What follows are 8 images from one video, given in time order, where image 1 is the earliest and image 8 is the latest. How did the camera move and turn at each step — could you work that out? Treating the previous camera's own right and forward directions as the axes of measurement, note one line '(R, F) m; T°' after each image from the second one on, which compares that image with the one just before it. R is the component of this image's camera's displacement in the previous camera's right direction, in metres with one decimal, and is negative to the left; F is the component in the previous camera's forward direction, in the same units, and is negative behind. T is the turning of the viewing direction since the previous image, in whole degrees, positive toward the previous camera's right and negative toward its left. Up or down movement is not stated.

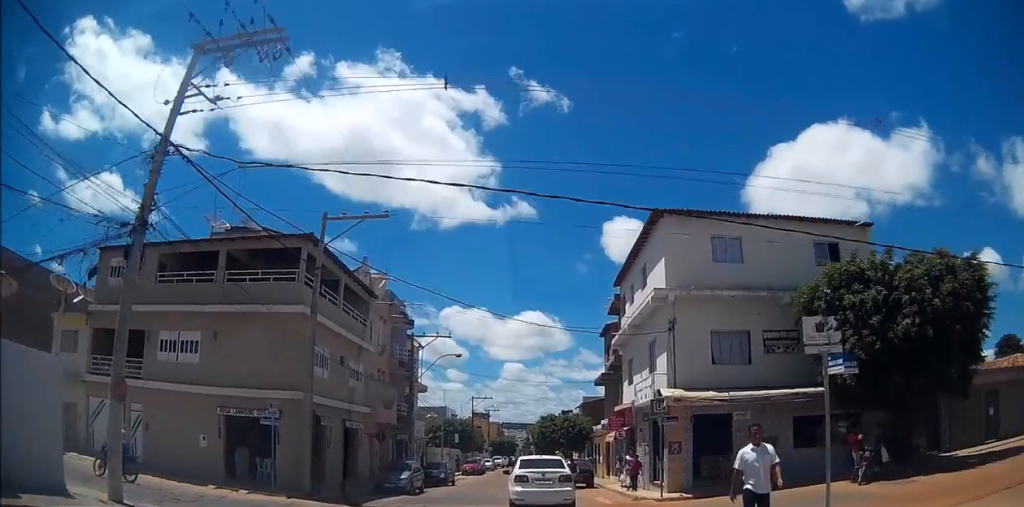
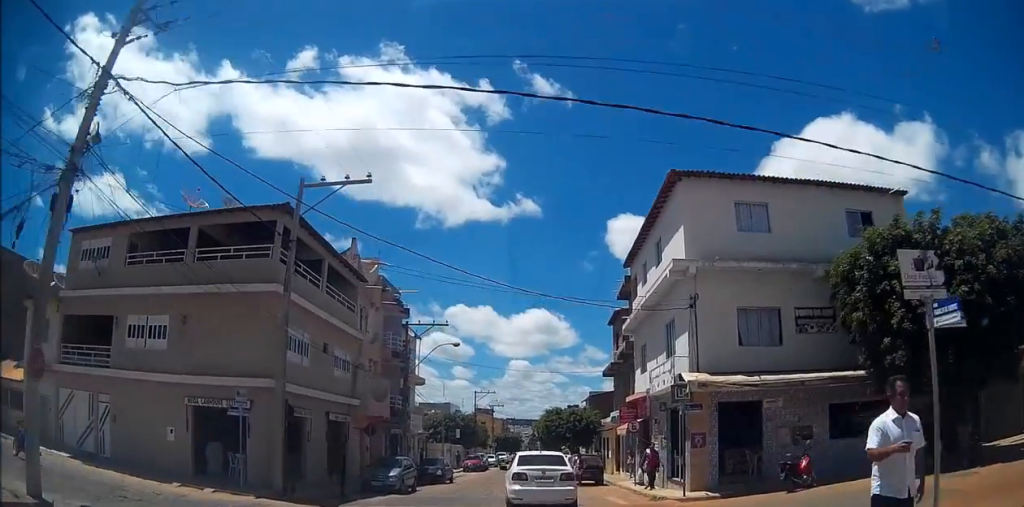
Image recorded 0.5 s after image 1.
(0.0, +2.9) m; +2°
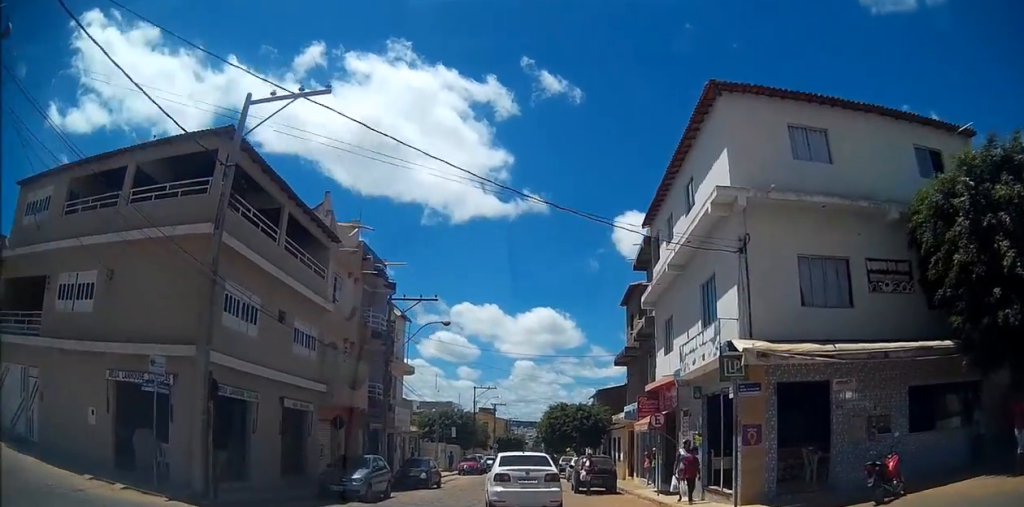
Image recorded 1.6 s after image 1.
(+0.2, +5.4) m; +3°
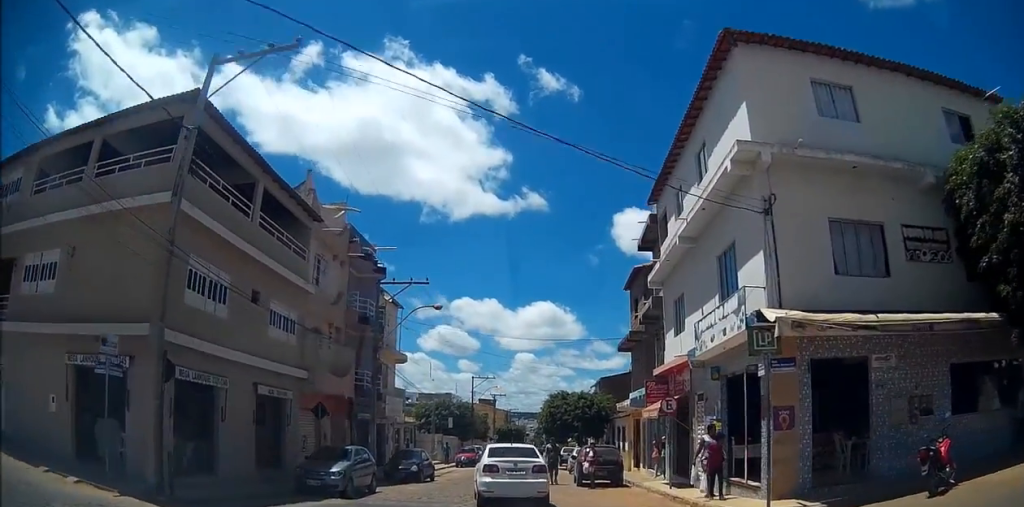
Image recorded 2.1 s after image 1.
(+0.1, +2.2) m; 0°
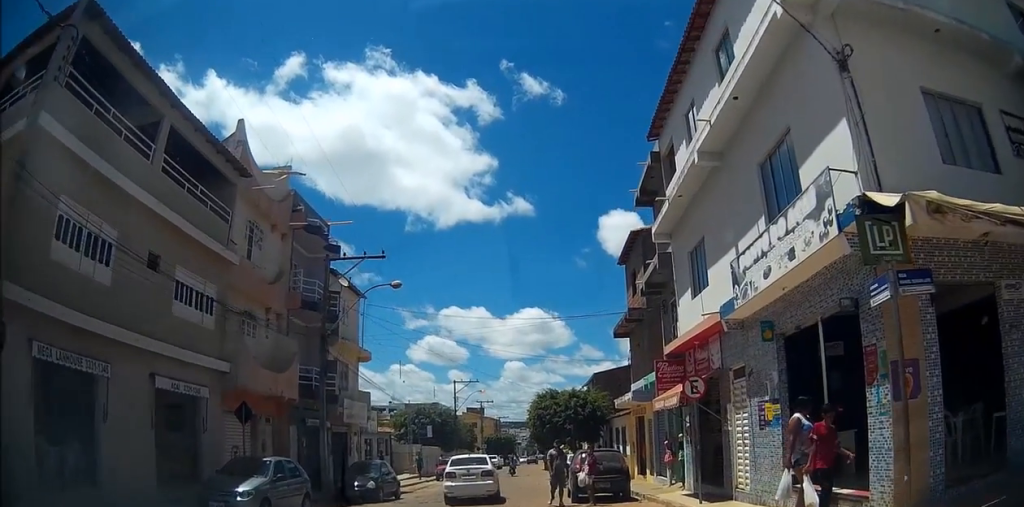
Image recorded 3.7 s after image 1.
(-0.4, +5.4) m; -5°
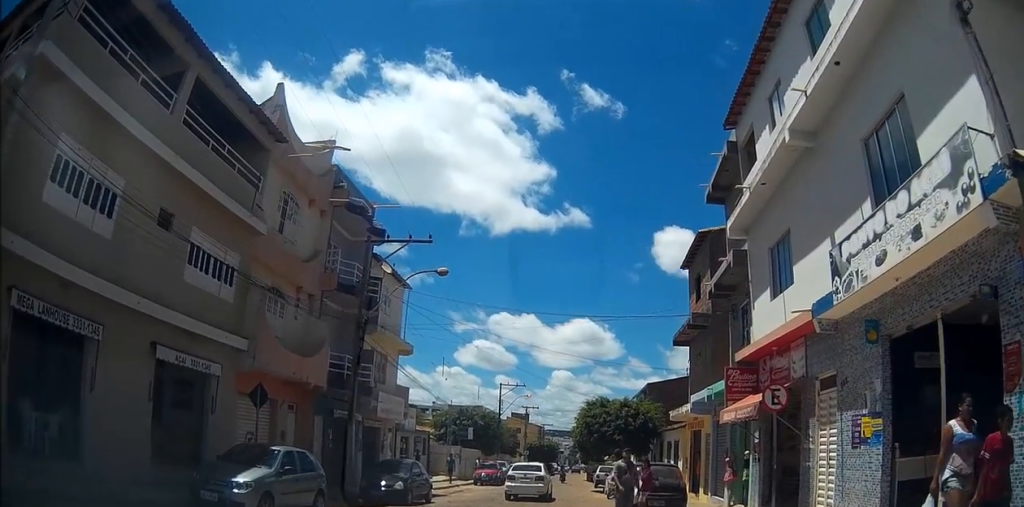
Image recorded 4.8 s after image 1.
(0.0, +2.3) m; 0°
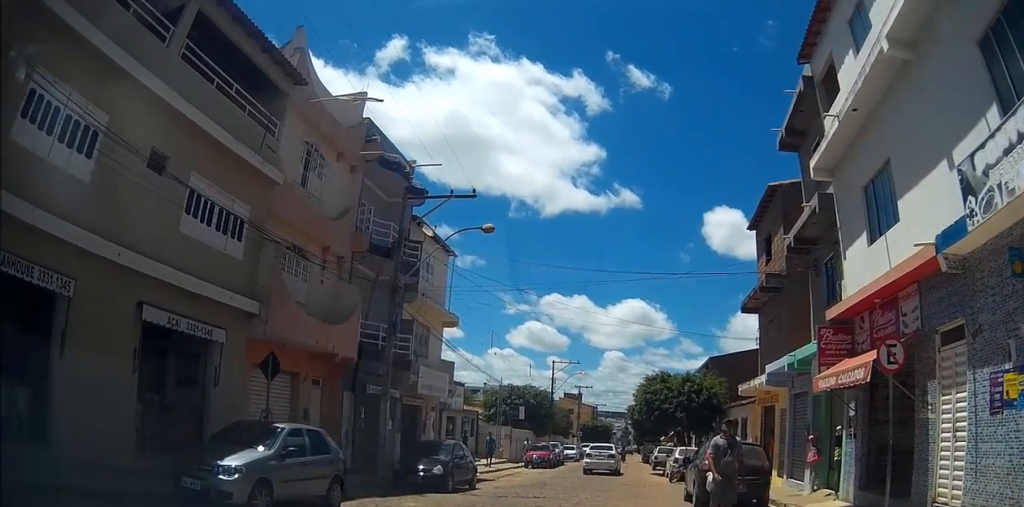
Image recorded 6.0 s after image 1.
(0.0, +1.8) m; 0°
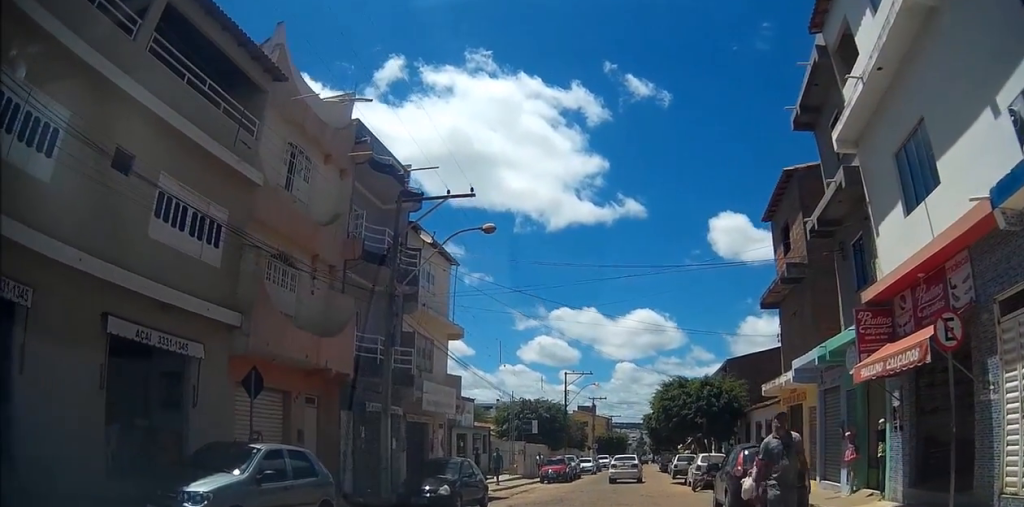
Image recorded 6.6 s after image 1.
(0.0, +1.0) m; 0°
